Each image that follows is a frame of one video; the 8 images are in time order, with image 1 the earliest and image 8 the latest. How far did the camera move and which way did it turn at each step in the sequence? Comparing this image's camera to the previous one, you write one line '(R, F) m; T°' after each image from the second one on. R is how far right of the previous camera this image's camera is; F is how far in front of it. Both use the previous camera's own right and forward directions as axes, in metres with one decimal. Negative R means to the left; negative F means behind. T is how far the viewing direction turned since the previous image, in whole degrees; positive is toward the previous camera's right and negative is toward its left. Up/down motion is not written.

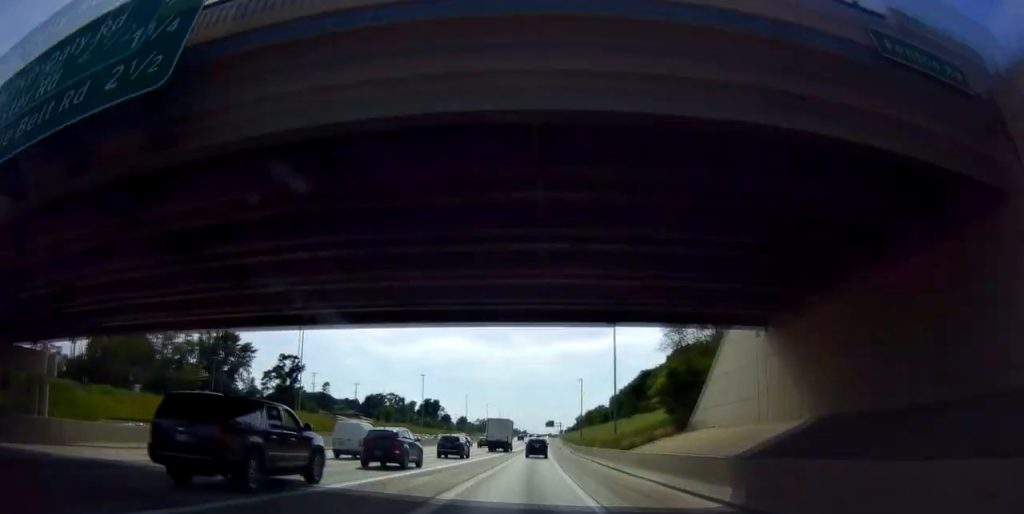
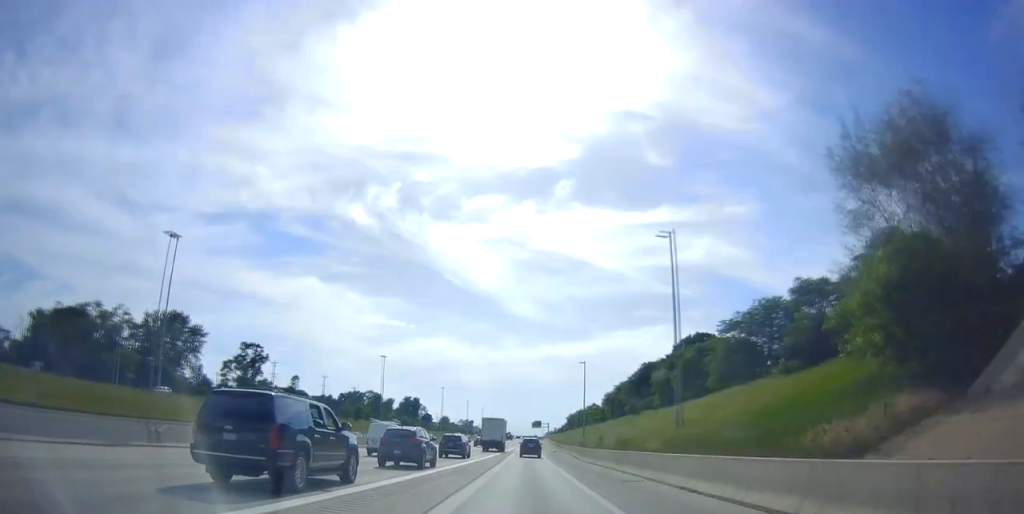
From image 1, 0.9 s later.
(+0.2, +22.6) m; +2°
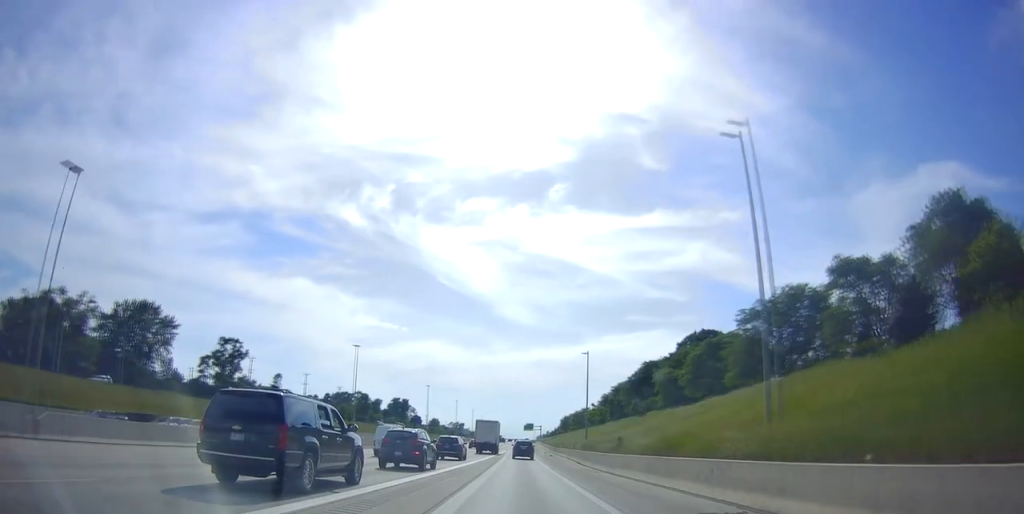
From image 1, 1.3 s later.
(+0.4, +11.0) m; +1°
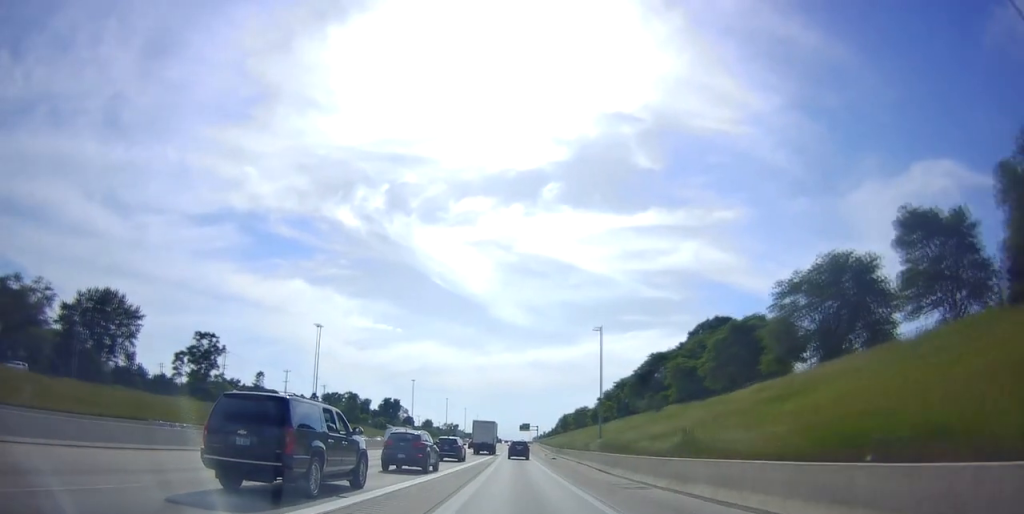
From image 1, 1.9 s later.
(+0.1, +13.6) m; 0°
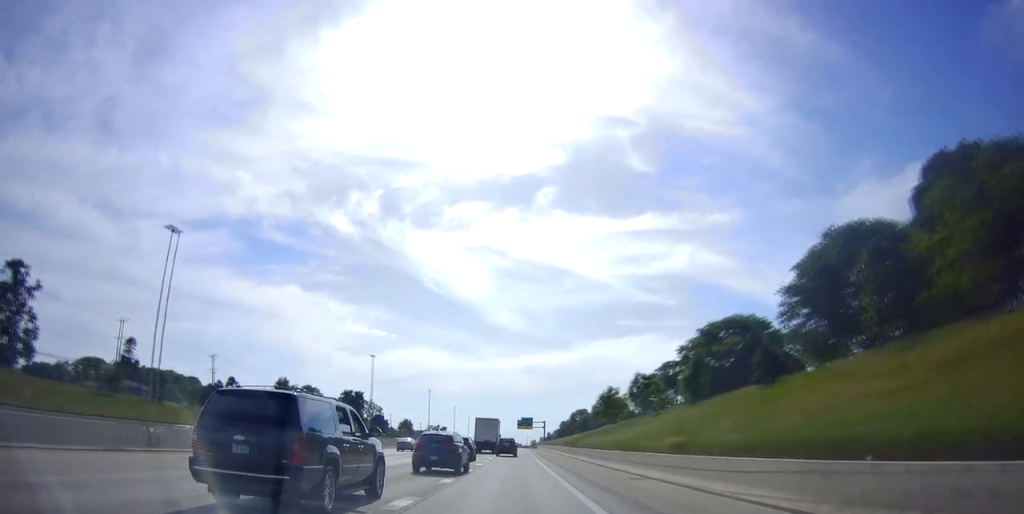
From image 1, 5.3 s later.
(+1.1, +87.5) m; +2°
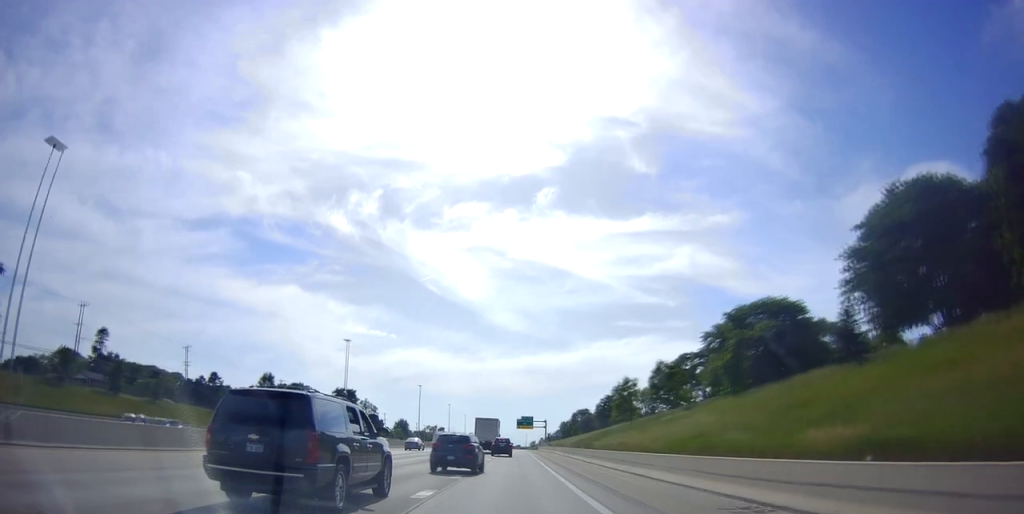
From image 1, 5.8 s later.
(+0.1, +13.4) m; -1°
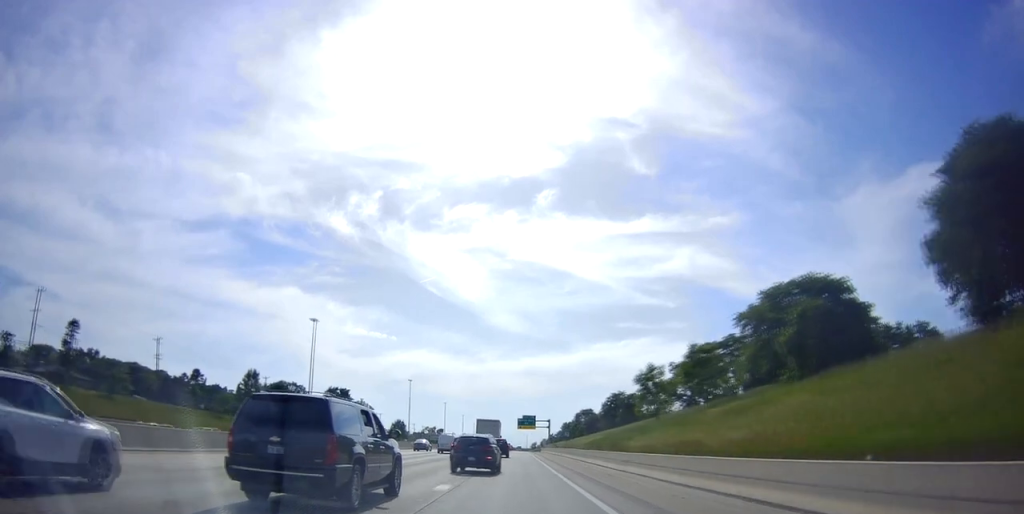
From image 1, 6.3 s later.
(-0.5, +13.3) m; -1°
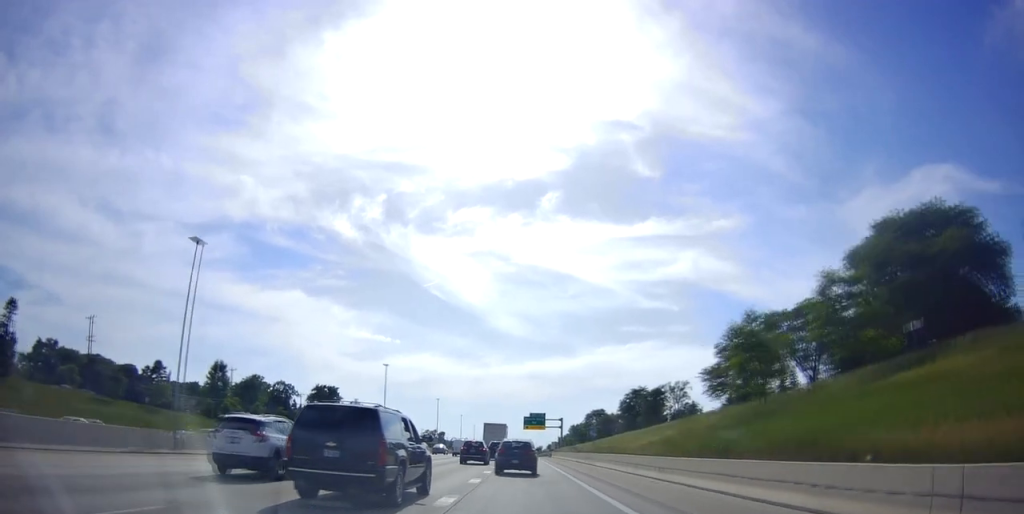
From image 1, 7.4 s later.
(+0.1, +26.1) m; +1°
